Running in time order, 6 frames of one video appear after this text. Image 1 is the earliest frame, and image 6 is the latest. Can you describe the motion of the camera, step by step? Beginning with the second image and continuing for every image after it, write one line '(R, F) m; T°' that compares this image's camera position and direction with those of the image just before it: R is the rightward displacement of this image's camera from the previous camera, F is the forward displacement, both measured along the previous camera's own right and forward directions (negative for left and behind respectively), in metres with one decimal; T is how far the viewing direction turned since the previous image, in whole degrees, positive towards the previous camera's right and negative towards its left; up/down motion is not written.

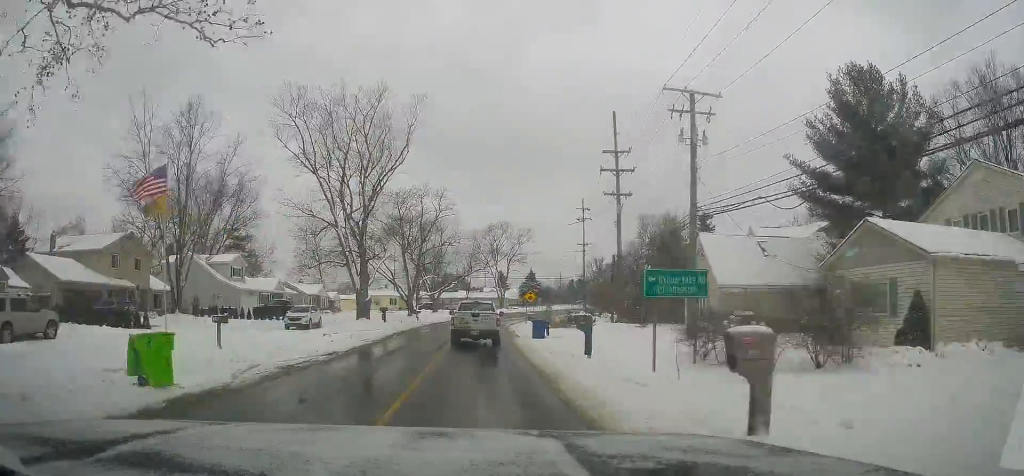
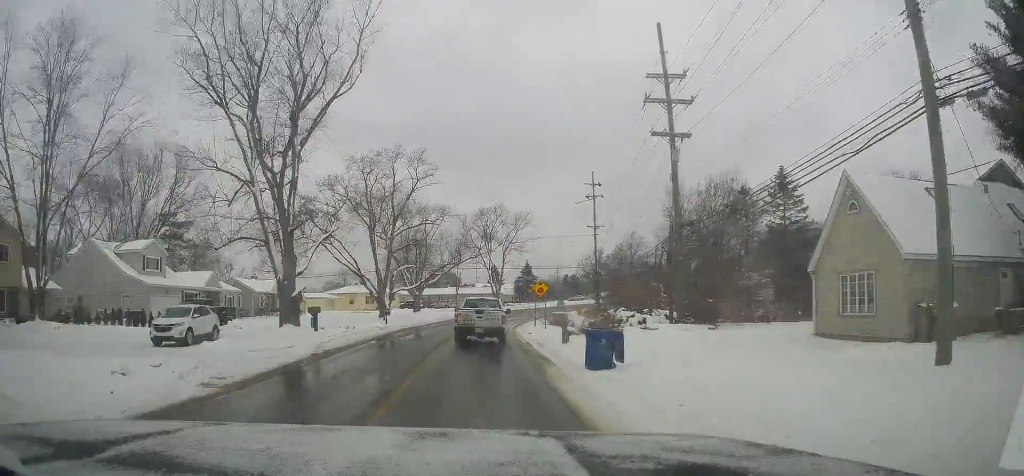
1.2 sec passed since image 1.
(0.0, +17.3) m; +2°
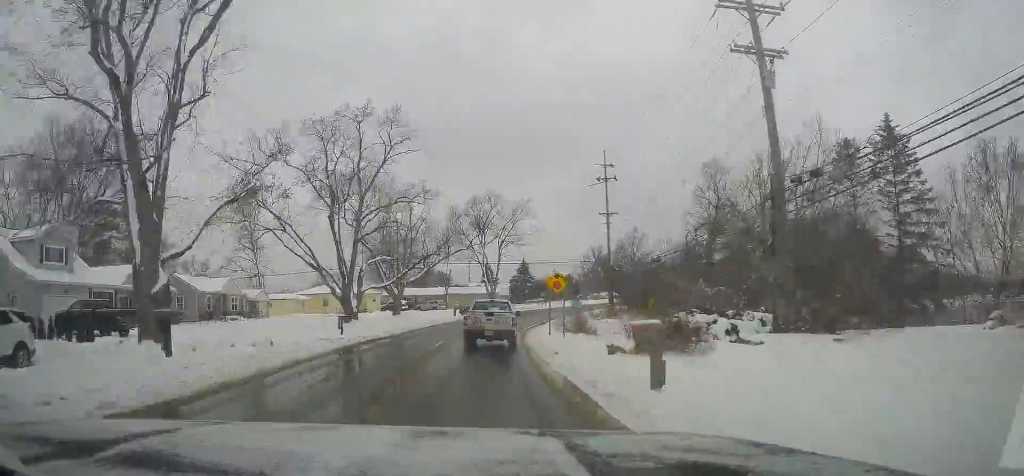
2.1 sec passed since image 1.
(+0.5, +12.8) m; 0°
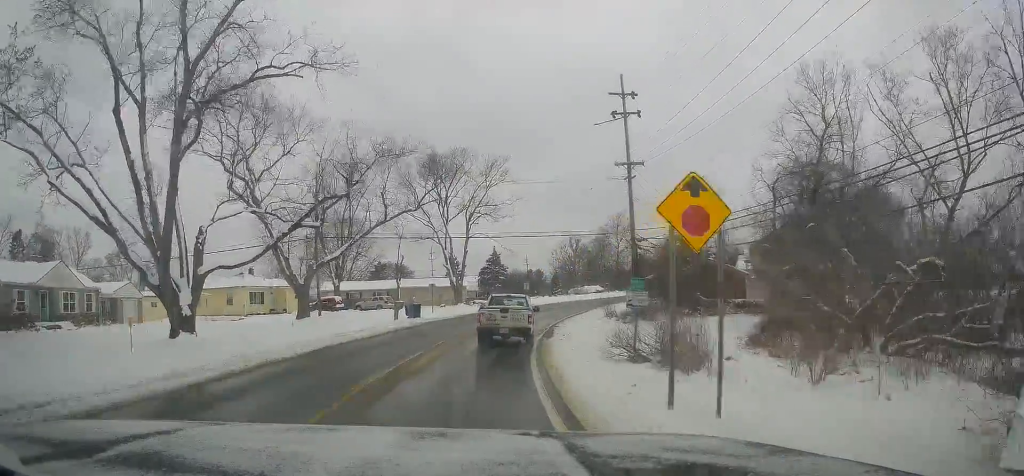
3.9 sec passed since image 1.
(-0.1, +23.9) m; +2°
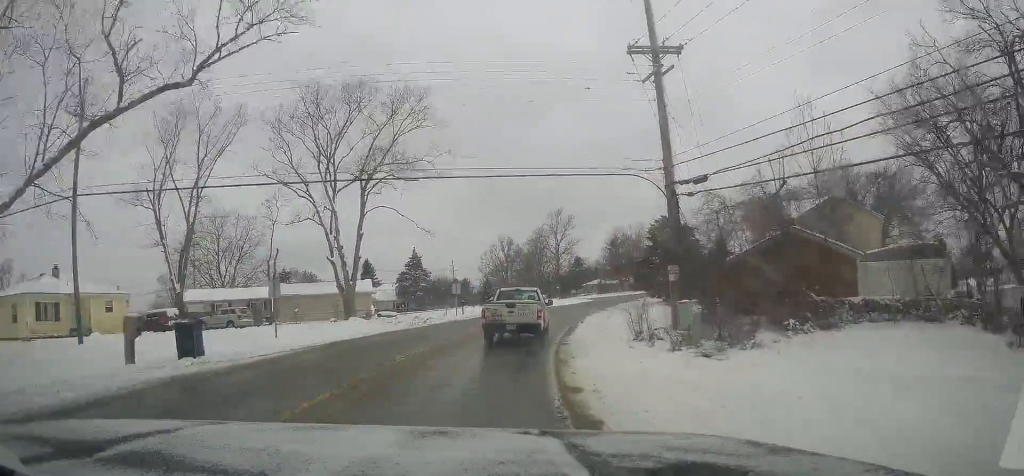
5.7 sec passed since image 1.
(+0.8, +24.2) m; +6°
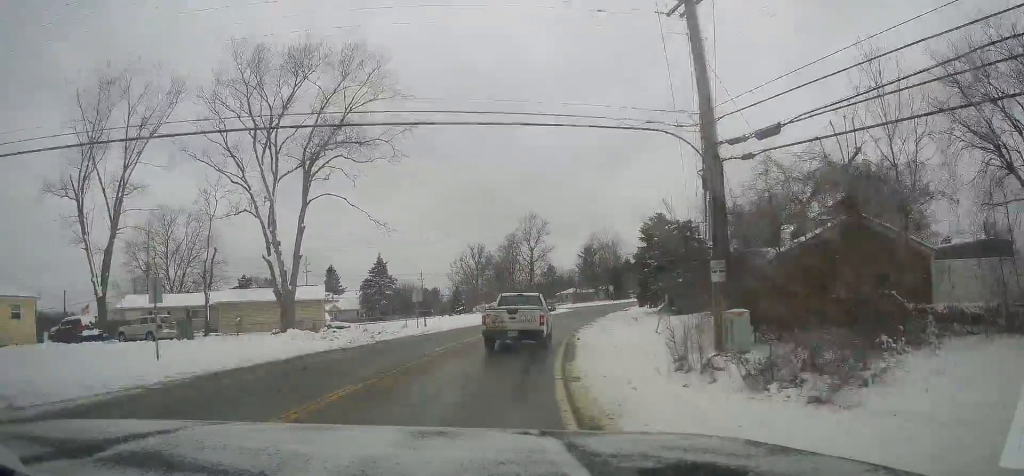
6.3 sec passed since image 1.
(0.0, +7.6) m; +3°
